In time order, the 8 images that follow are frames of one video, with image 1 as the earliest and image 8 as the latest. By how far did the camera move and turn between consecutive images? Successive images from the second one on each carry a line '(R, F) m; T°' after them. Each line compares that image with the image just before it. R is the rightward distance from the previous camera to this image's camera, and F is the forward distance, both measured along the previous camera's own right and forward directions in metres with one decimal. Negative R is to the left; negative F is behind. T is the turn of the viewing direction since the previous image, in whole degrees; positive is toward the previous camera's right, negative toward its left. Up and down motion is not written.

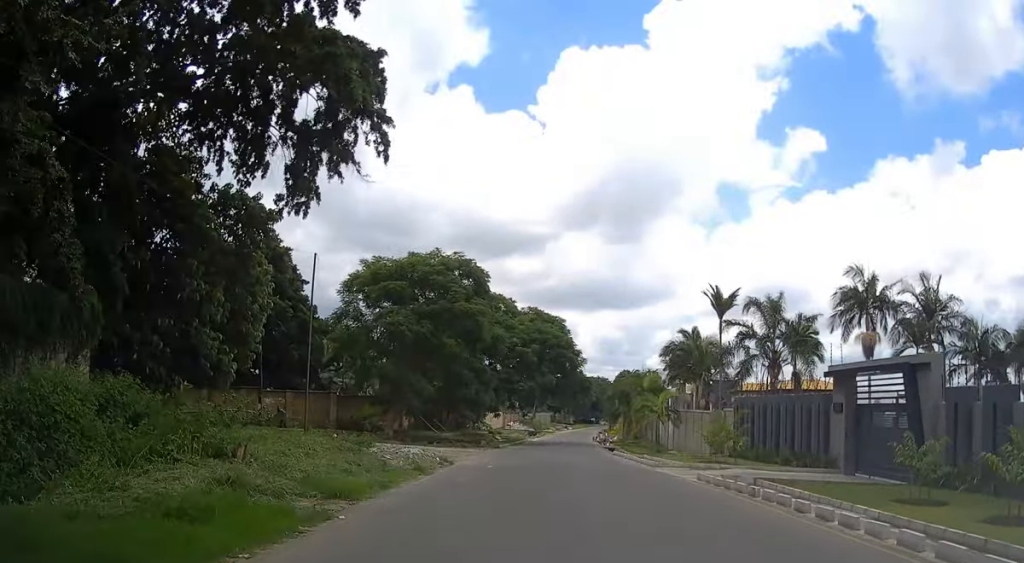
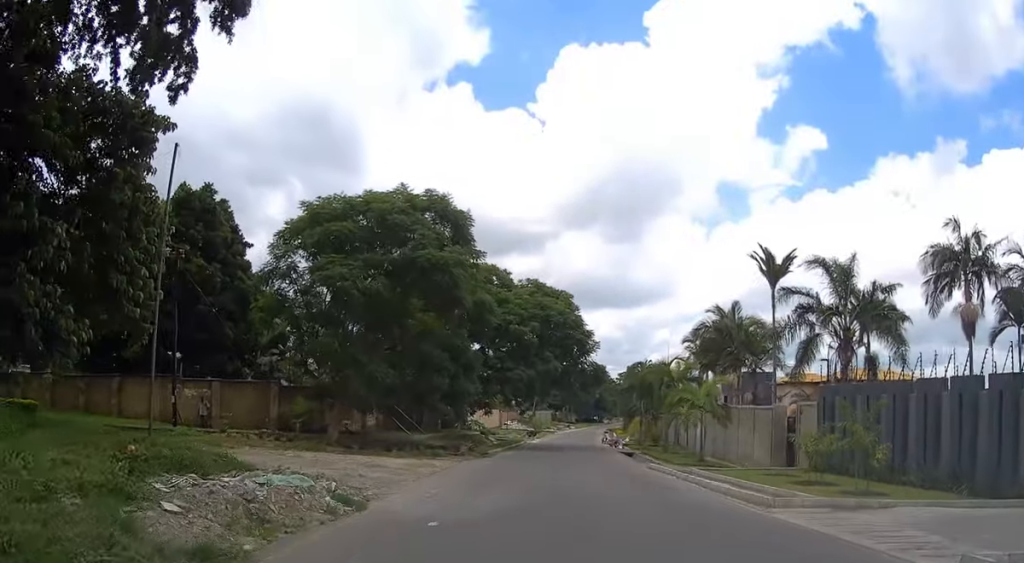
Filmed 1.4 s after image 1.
(-0.1, +11.6) m; 0°
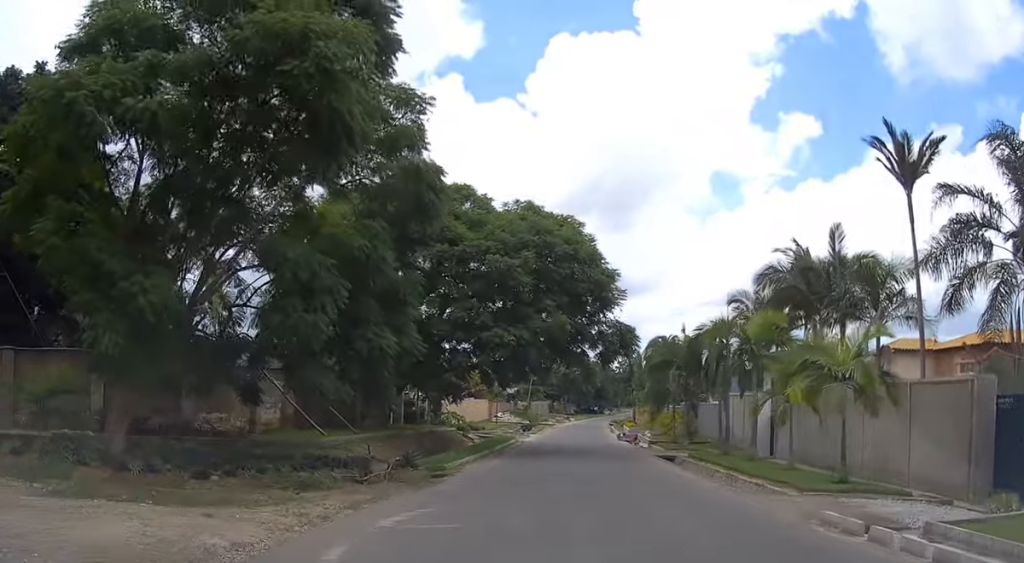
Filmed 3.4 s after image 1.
(+0.1, +16.2) m; 0°
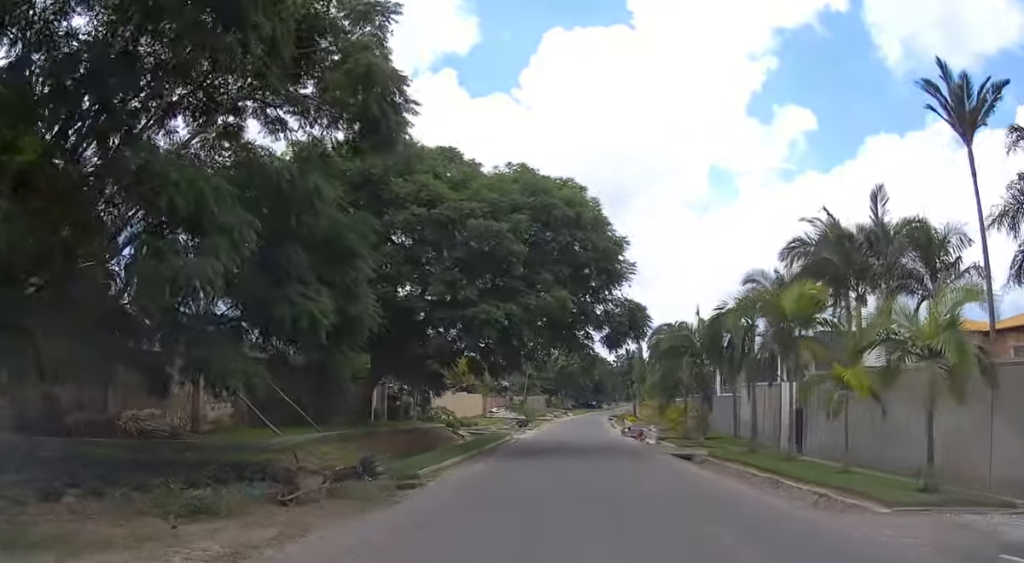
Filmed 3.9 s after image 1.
(0.0, +4.4) m; 0°
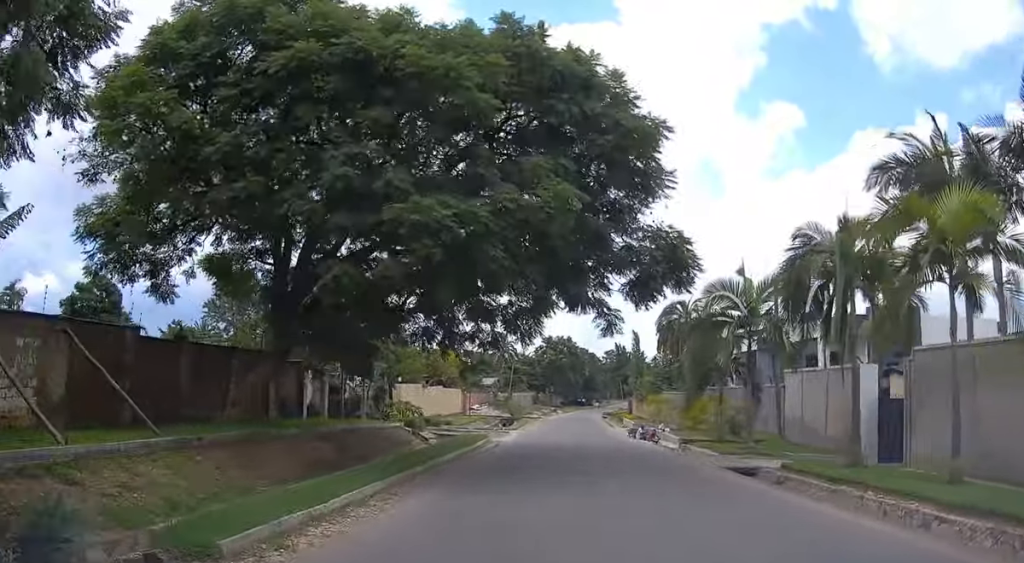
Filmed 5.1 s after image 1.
(0.0, +10.1) m; +1°
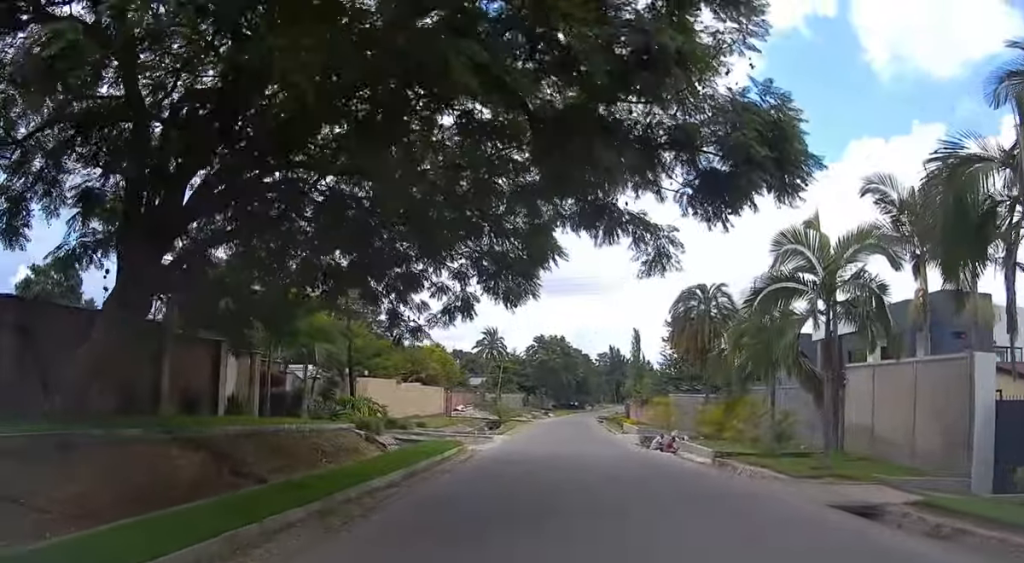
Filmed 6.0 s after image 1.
(+0.1, +7.8) m; 0°
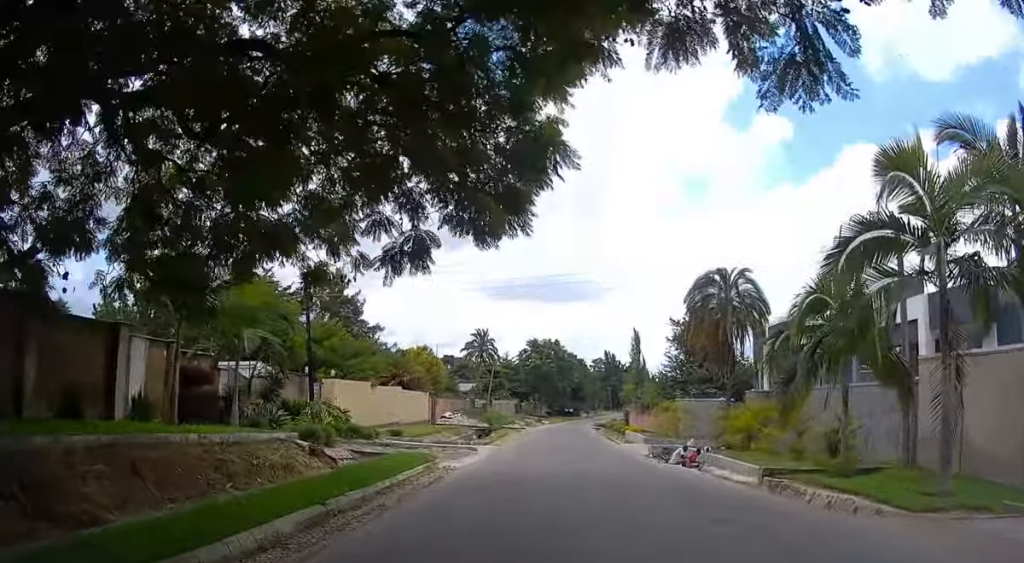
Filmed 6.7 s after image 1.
(-0.1, +6.0) m; 0°
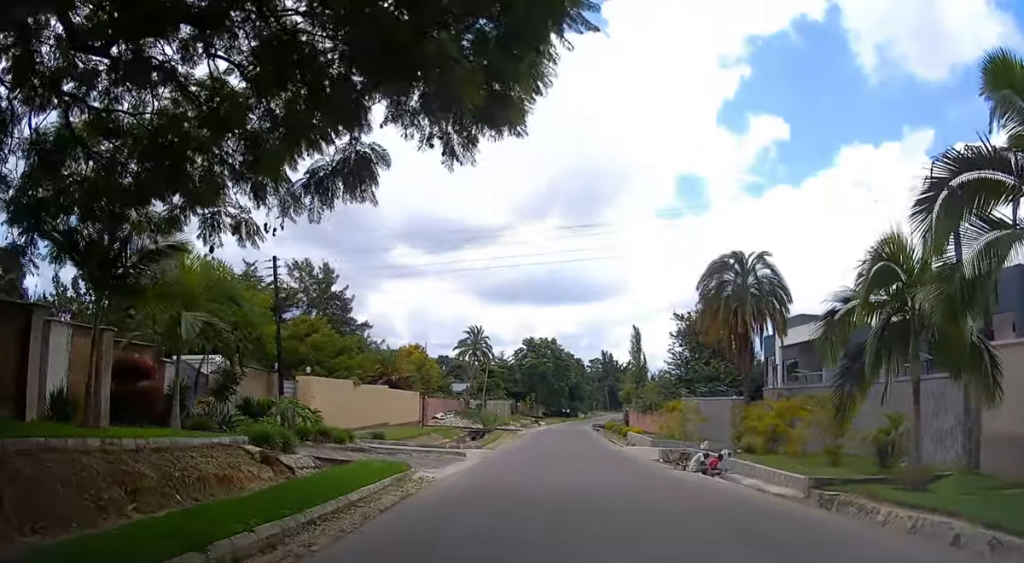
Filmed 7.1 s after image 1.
(+0.1, +3.6) m; +1°
